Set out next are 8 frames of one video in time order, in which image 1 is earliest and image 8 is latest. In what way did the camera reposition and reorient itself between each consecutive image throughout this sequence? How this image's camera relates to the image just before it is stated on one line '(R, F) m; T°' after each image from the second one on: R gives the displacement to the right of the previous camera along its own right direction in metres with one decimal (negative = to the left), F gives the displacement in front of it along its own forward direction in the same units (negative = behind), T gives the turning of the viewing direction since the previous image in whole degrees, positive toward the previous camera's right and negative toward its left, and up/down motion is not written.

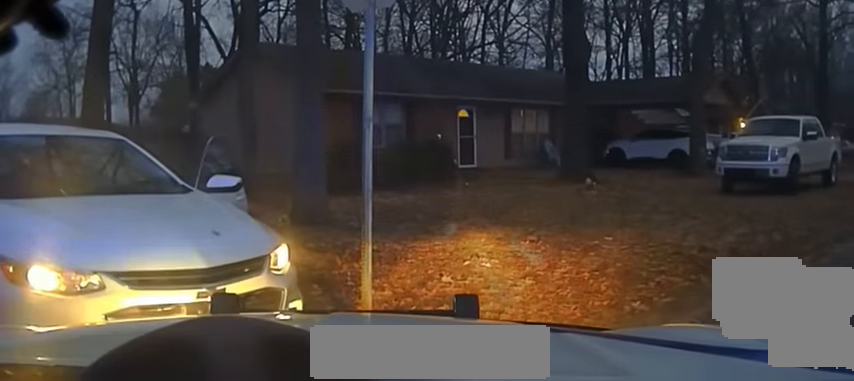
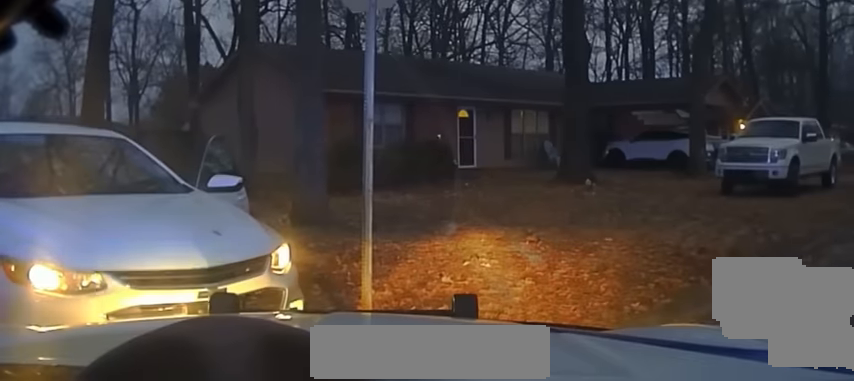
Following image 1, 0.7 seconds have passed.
(0.0, 0.0) m; 0°
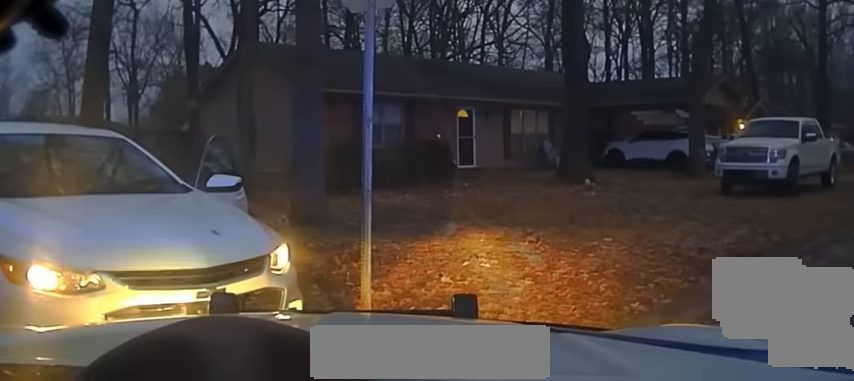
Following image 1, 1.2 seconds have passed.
(0.0, 0.0) m; 0°
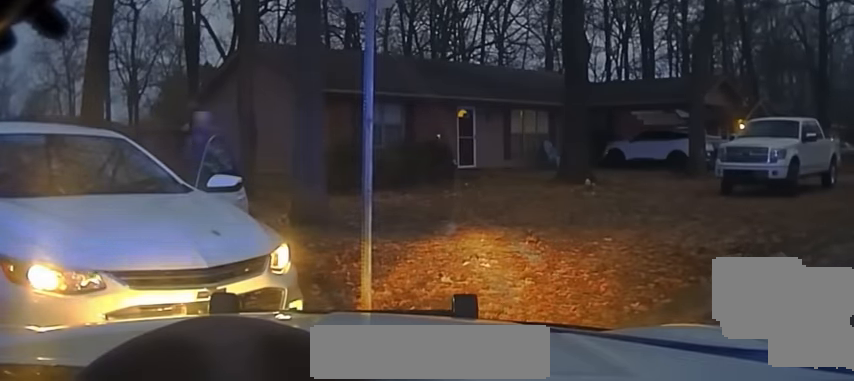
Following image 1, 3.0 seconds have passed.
(0.0, 0.0) m; 0°
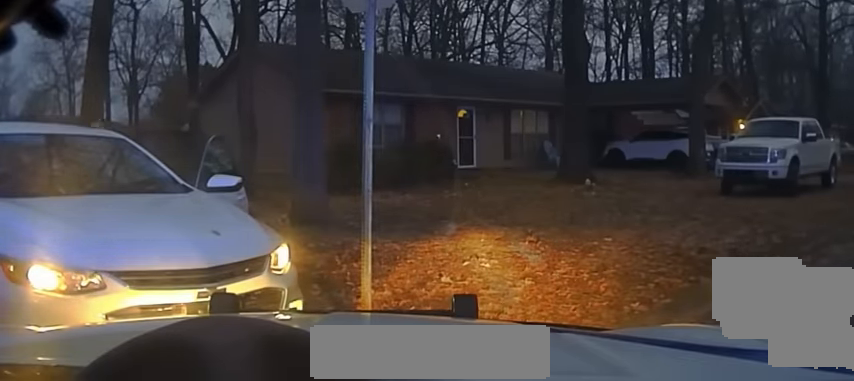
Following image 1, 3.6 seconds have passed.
(0.0, 0.0) m; 0°
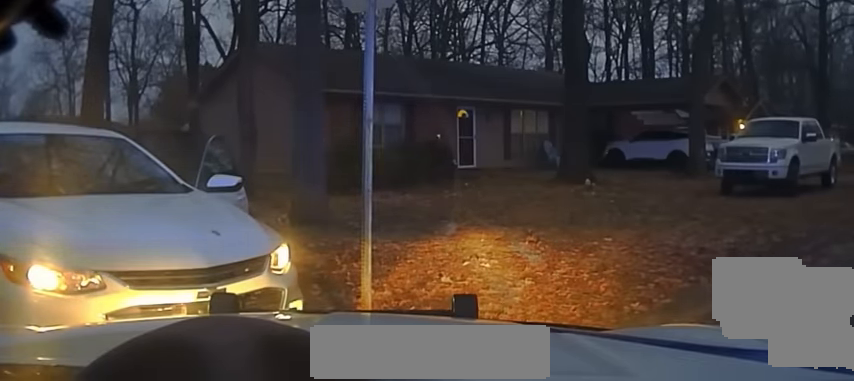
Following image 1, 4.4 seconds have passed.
(0.0, 0.0) m; 0°
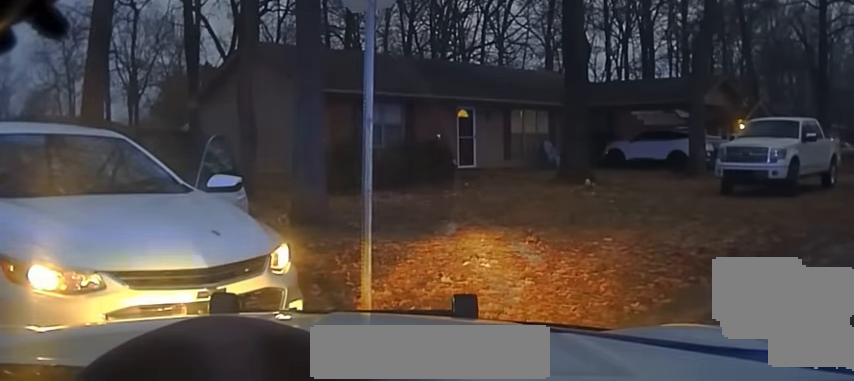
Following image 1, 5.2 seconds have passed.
(0.0, 0.0) m; 0°
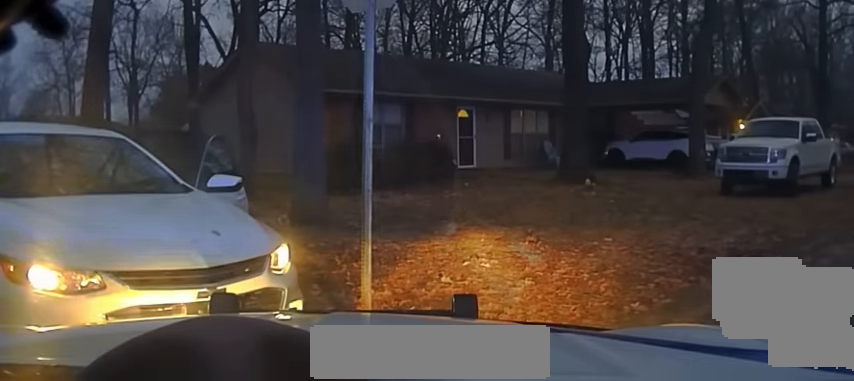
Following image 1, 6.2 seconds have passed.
(-0.2, +0.2) m; 0°
